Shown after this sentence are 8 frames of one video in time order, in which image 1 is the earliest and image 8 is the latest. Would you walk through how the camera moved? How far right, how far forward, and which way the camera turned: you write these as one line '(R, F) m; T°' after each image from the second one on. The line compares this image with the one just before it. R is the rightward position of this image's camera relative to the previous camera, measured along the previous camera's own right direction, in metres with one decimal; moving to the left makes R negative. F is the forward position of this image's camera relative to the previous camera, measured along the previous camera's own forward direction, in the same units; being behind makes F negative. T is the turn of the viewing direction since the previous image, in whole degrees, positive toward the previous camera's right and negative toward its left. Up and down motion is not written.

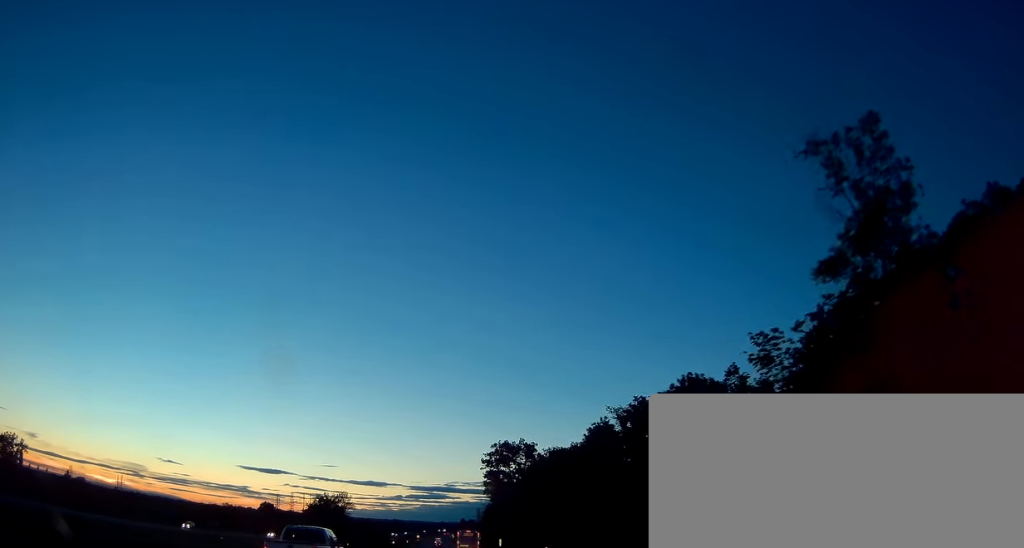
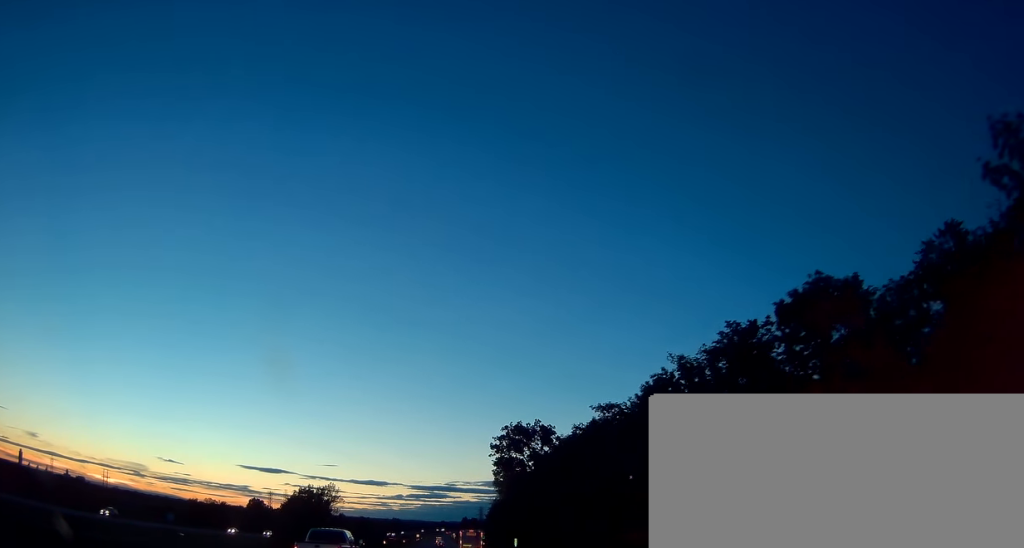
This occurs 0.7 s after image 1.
(-0.2, +19.8) m; 0°
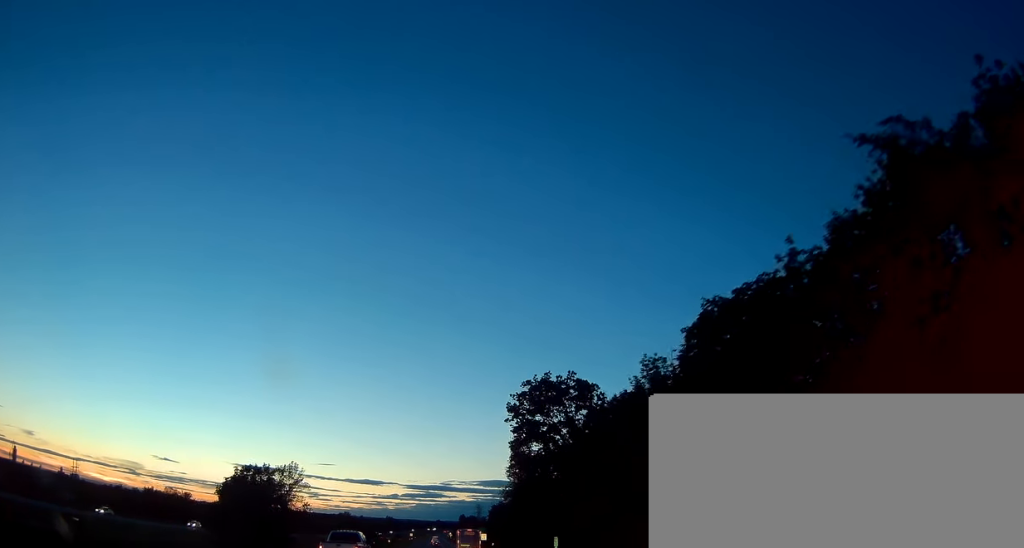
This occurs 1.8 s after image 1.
(+0.4, +32.1) m; +1°
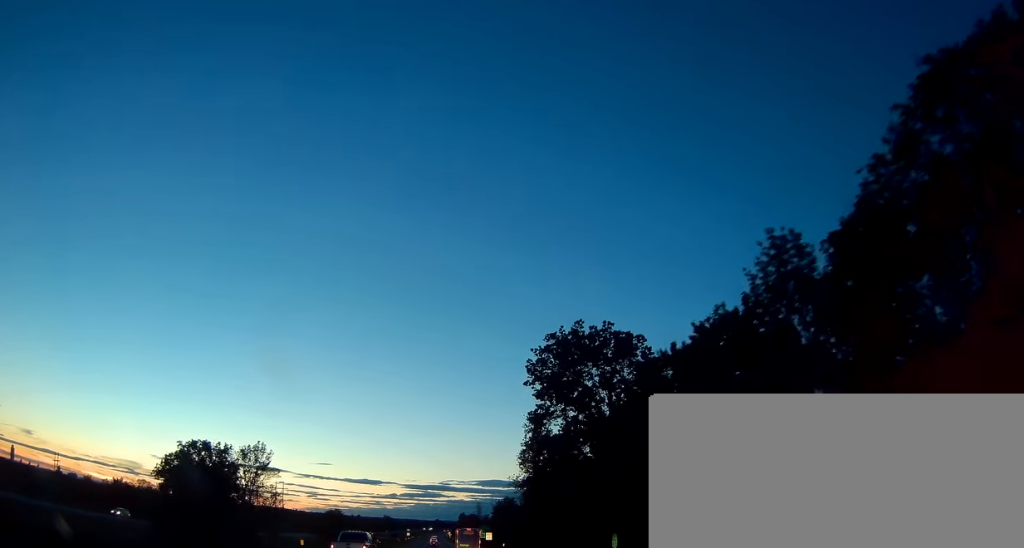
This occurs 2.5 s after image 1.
(-0.2, +18.8) m; 0°
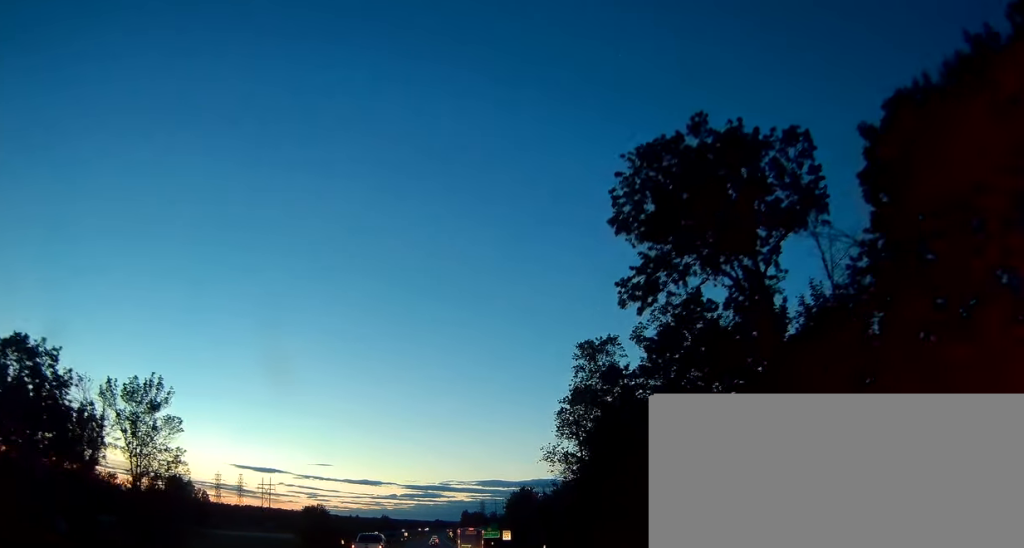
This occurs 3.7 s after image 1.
(+0.4, +32.7) m; 0°
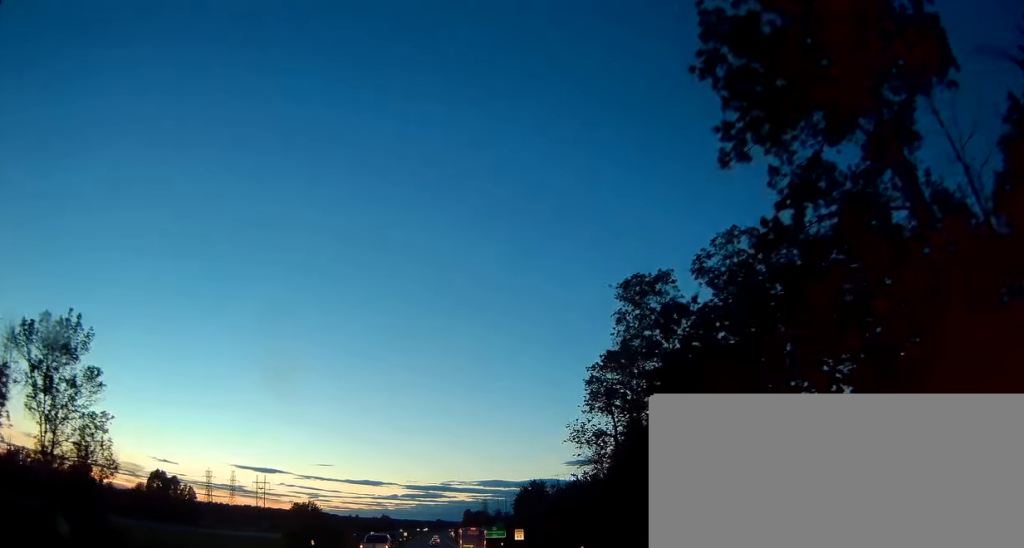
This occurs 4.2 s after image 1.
(-0.2, +13.9) m; -1°
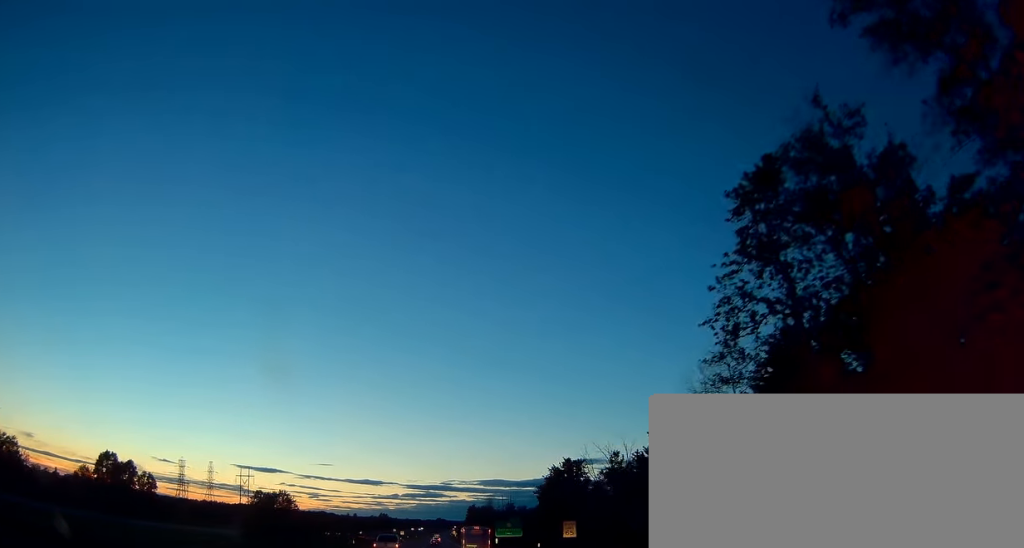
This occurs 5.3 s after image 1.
(-0.2, +32.3) m; 0°
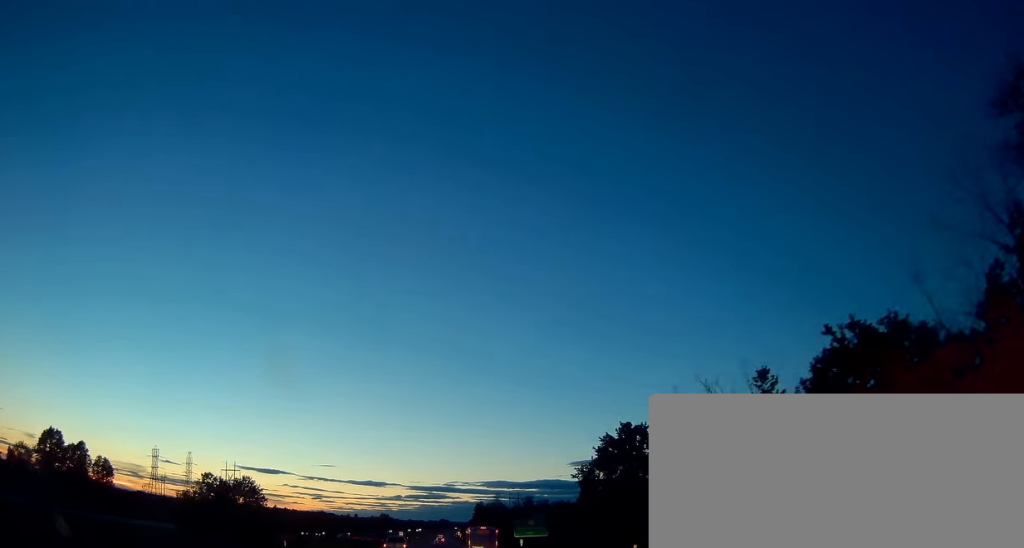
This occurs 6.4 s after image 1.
(0.0, +28.5) m; +1°
